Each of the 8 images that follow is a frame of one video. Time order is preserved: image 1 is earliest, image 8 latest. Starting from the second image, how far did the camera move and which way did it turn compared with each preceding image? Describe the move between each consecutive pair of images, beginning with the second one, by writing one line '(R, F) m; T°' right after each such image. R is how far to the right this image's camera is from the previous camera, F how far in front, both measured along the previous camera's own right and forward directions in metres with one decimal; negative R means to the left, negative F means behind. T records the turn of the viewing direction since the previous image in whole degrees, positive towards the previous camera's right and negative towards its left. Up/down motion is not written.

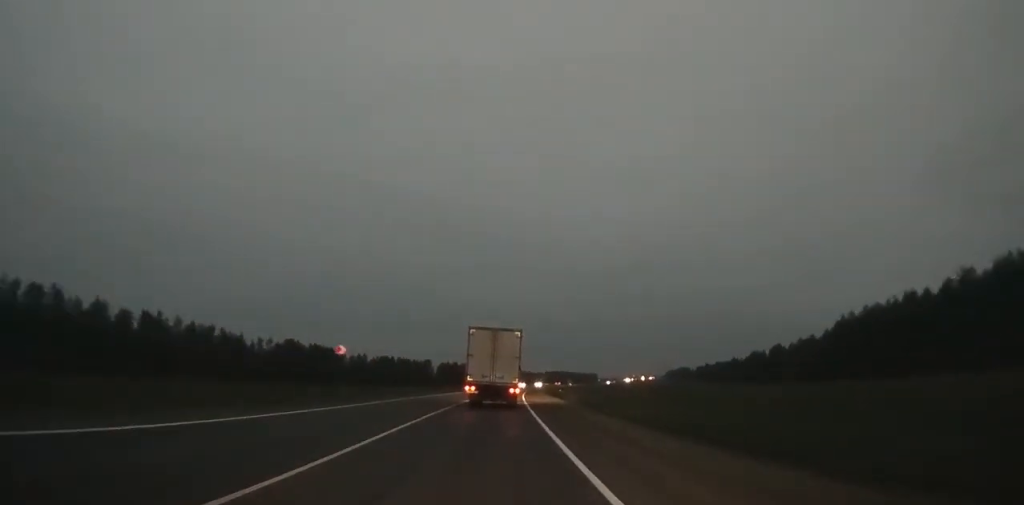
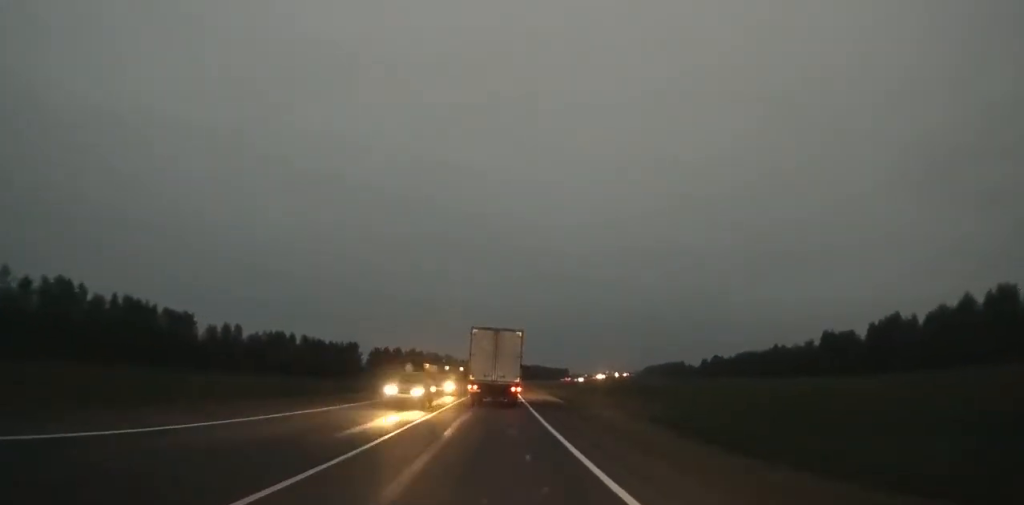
(+2.5, +87.1) m; +3°
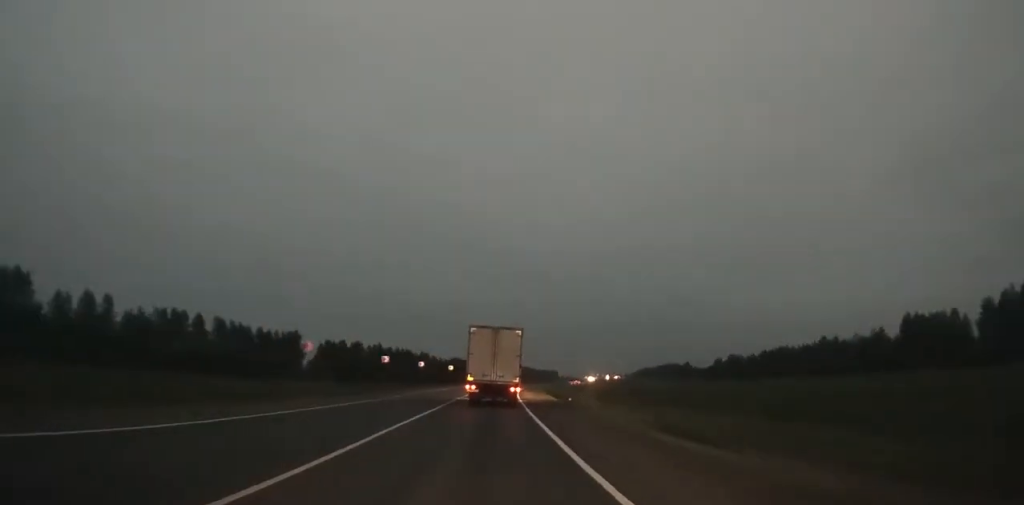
(+0.6, +45.0) m; +2°
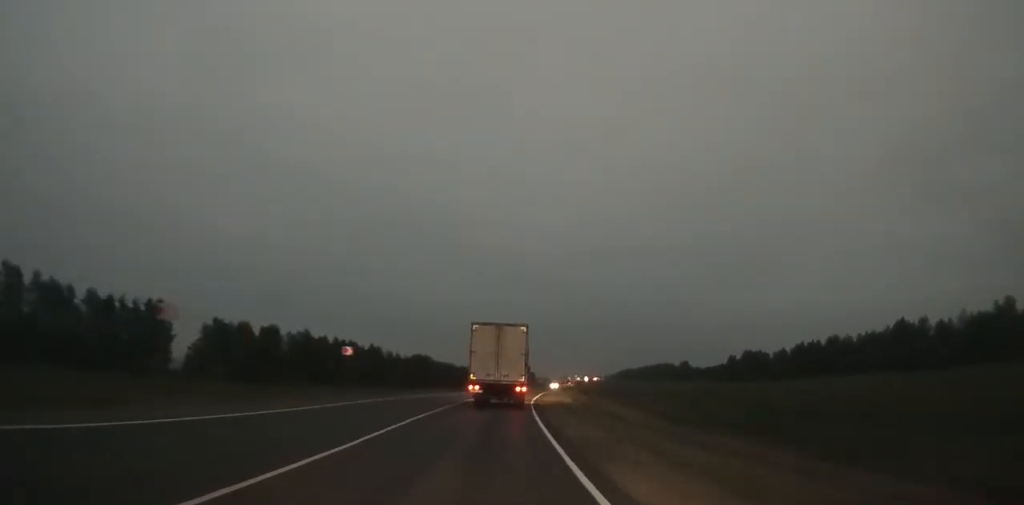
(+0.7, +54.1) m; +3°
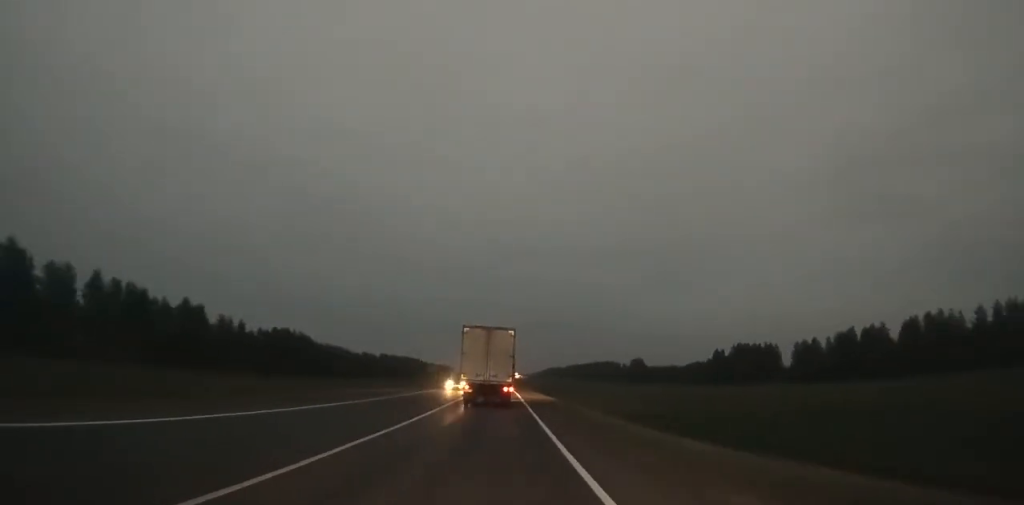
(+4.1, +78.5) m; +5°
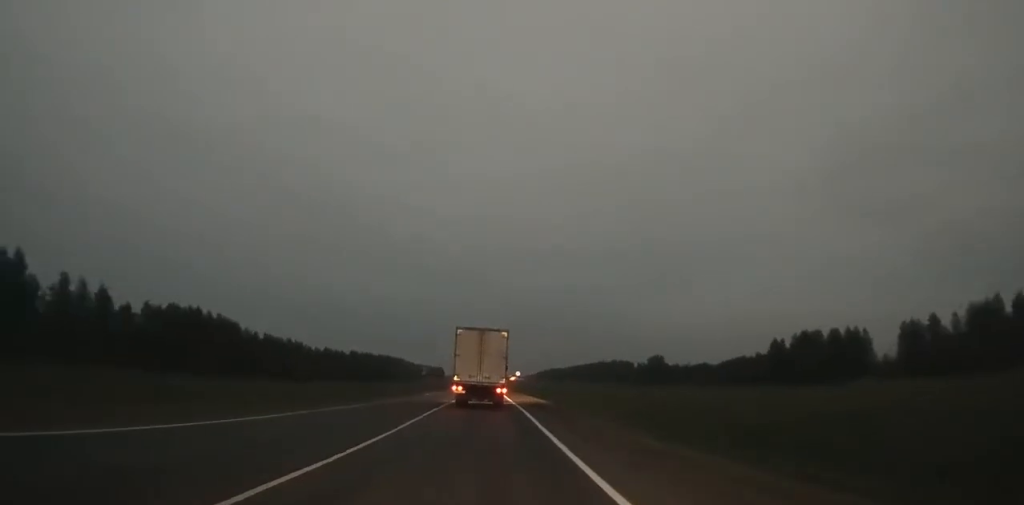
(+1.6, +51.5) m; +2°
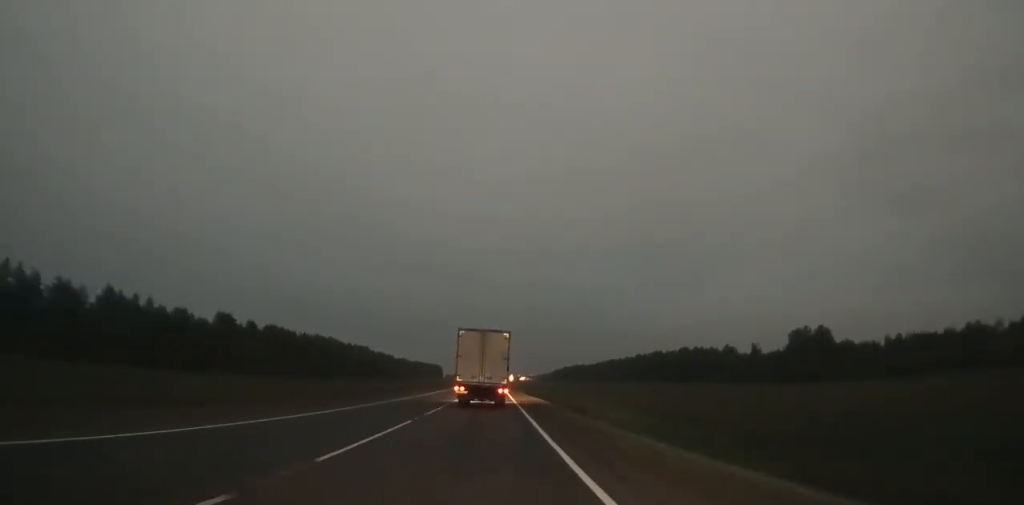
(-0.1, +134.1) m; 0°
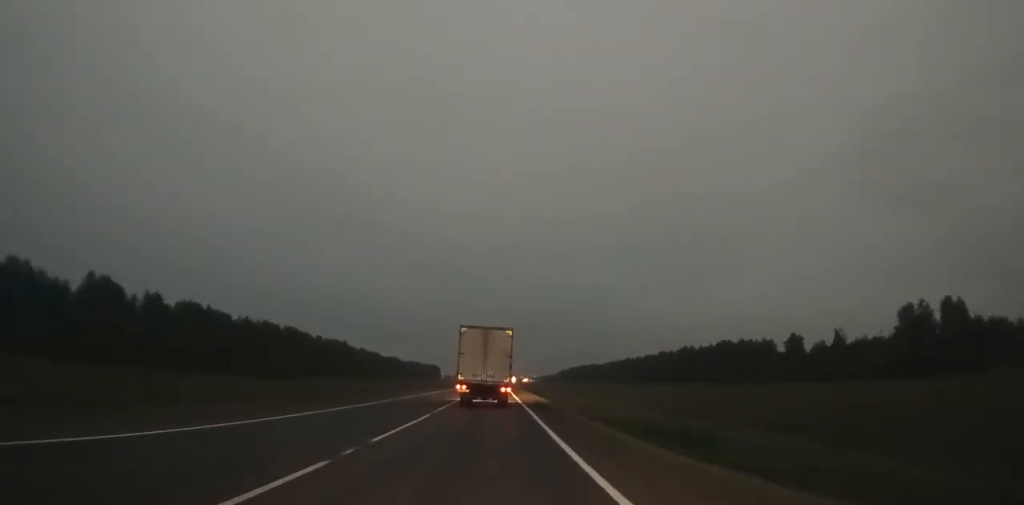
(-0.1, +44.8) m; 0°
